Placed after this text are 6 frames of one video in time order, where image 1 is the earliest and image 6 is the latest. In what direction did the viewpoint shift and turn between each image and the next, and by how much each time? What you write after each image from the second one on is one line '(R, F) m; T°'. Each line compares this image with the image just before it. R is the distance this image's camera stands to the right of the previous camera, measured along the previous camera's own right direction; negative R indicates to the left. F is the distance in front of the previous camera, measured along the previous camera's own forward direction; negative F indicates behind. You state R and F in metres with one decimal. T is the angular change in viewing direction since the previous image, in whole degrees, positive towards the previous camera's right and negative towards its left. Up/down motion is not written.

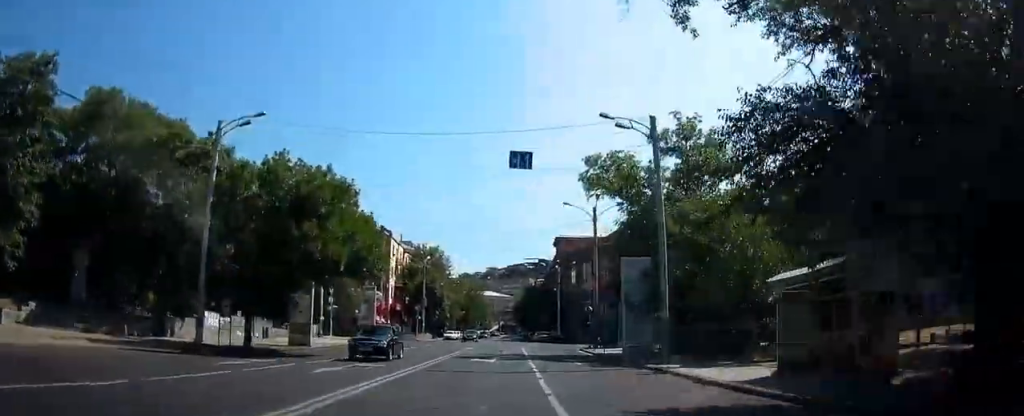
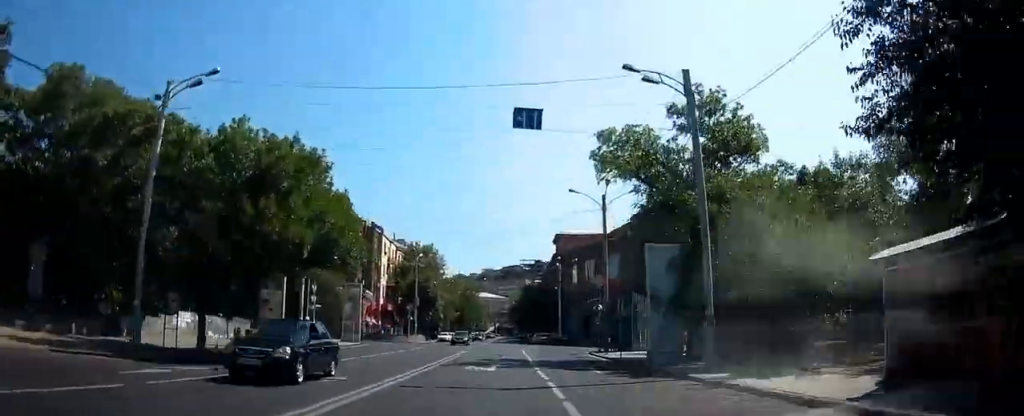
(+0.2, +4.9) m; -3°
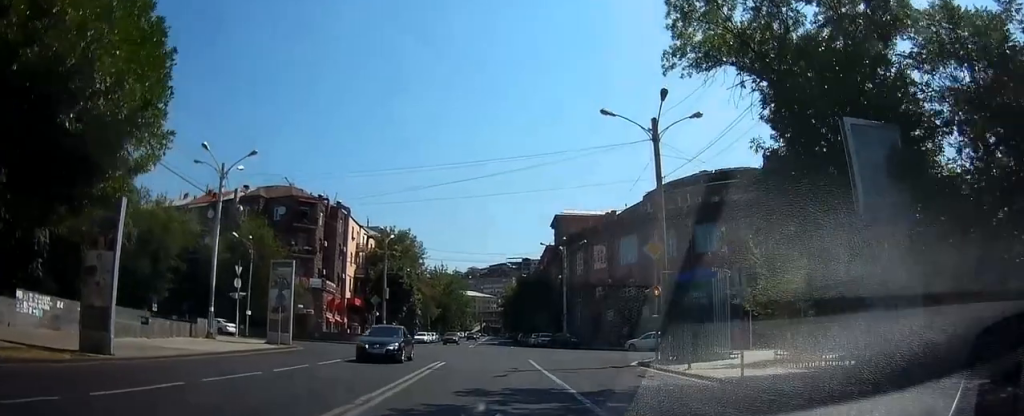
(-0.9, +15.8) m; 0°
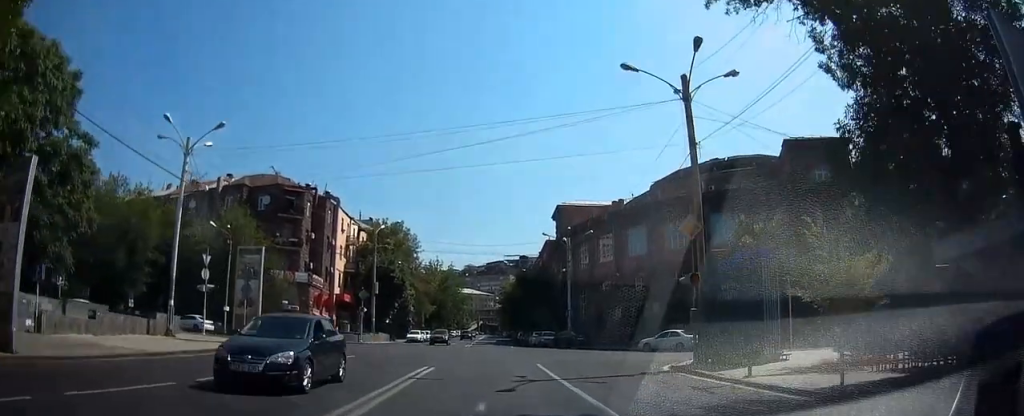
(+0.1, +5.1) m; +3°
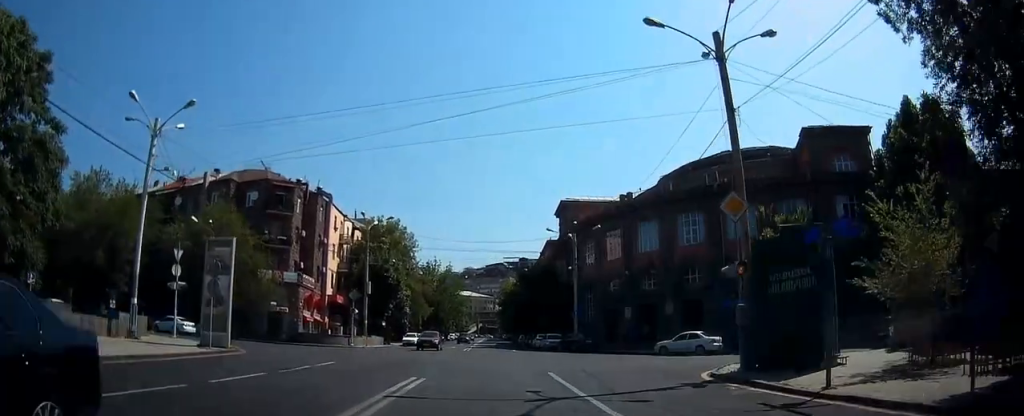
(+0.2, +3.7) m; -1°
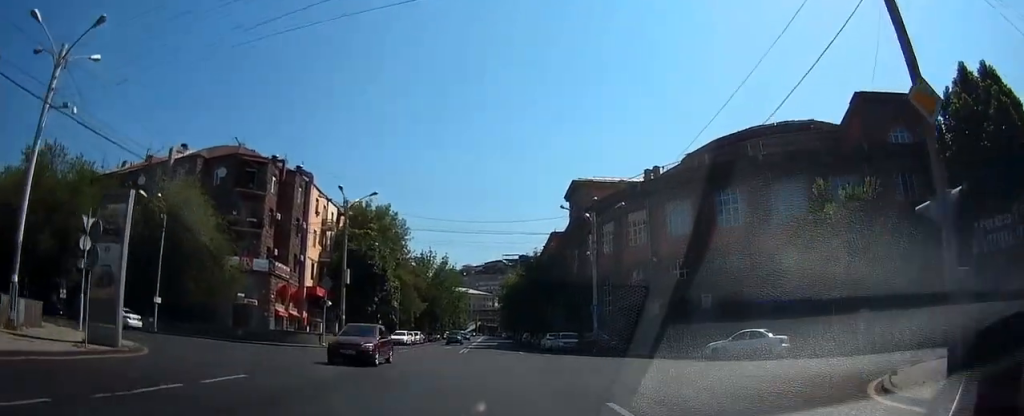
(-0.1, +9.5) m; -2°
